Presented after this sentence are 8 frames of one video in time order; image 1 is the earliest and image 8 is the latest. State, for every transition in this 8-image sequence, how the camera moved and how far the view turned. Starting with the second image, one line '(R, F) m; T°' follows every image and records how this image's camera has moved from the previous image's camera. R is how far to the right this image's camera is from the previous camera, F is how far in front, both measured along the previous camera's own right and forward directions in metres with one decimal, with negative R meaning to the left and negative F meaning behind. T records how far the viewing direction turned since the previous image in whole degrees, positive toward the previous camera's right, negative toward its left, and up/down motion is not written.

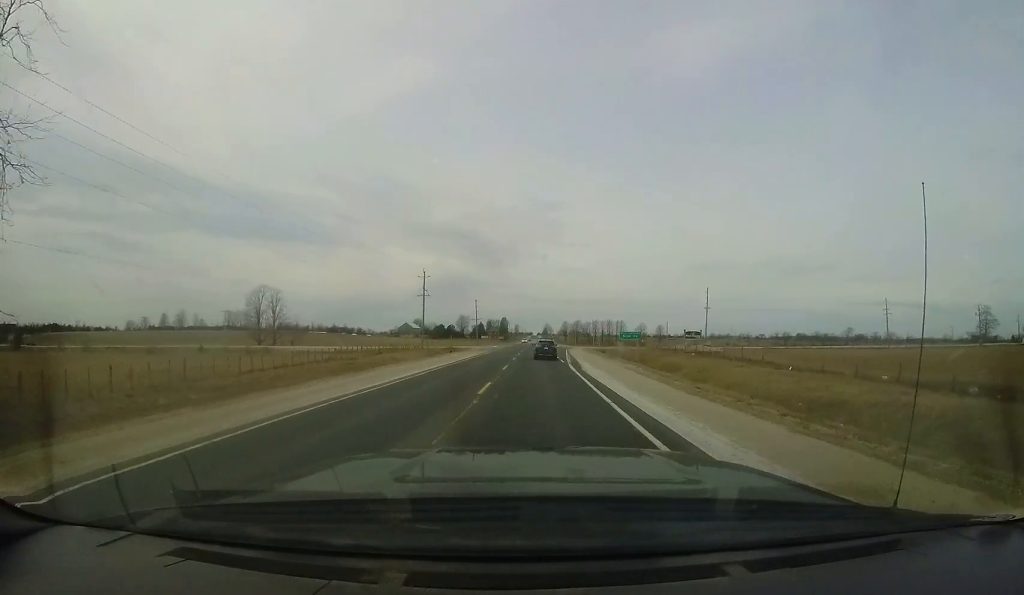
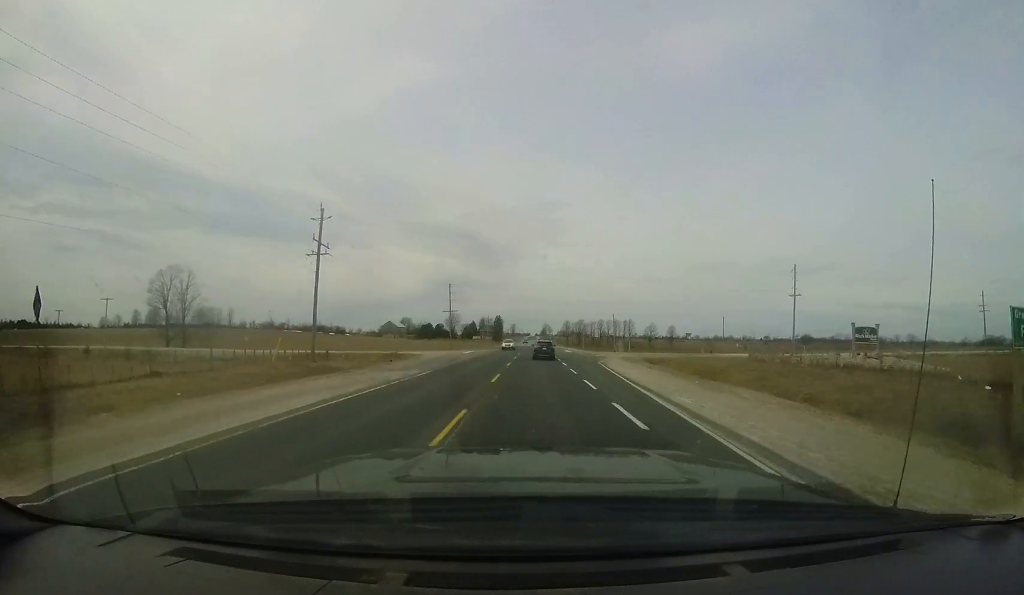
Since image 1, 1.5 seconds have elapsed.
(-0.8, +32.2) m; -1°
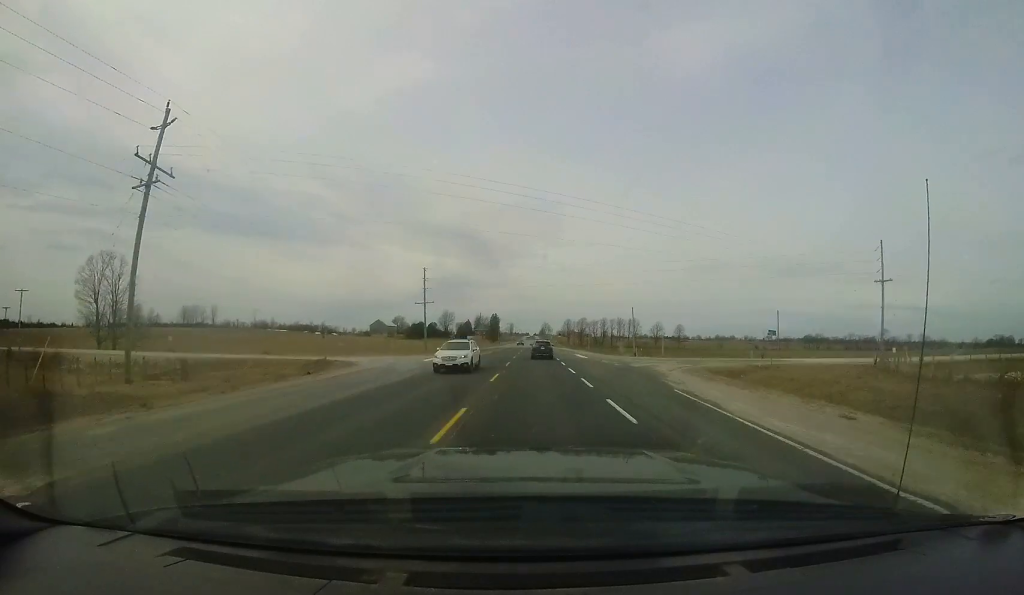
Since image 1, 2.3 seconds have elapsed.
(+0.2, +17.4) m; +1°
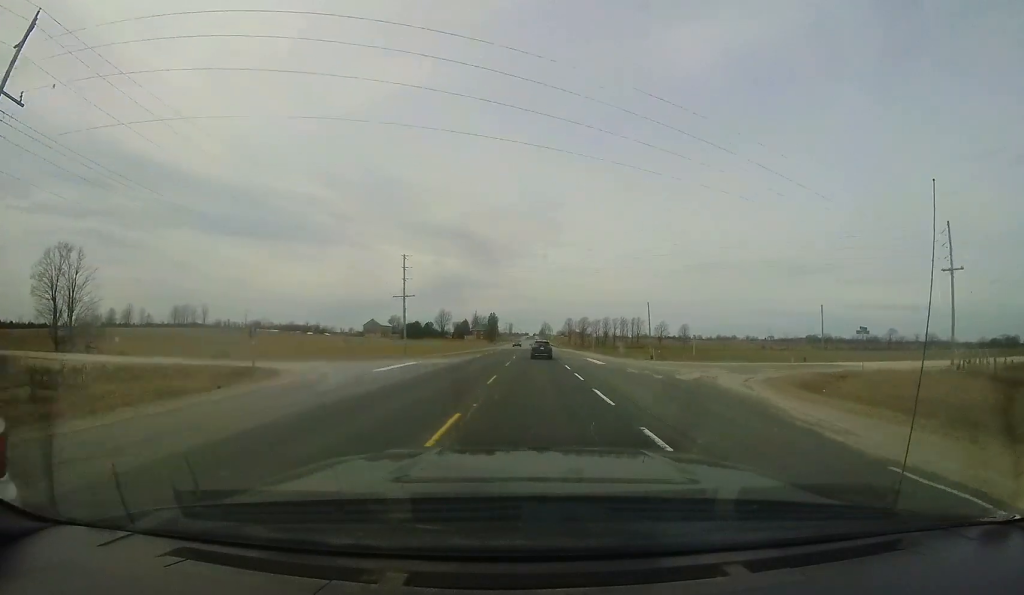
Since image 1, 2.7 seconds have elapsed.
(+0.3, +9.4) m; 0°
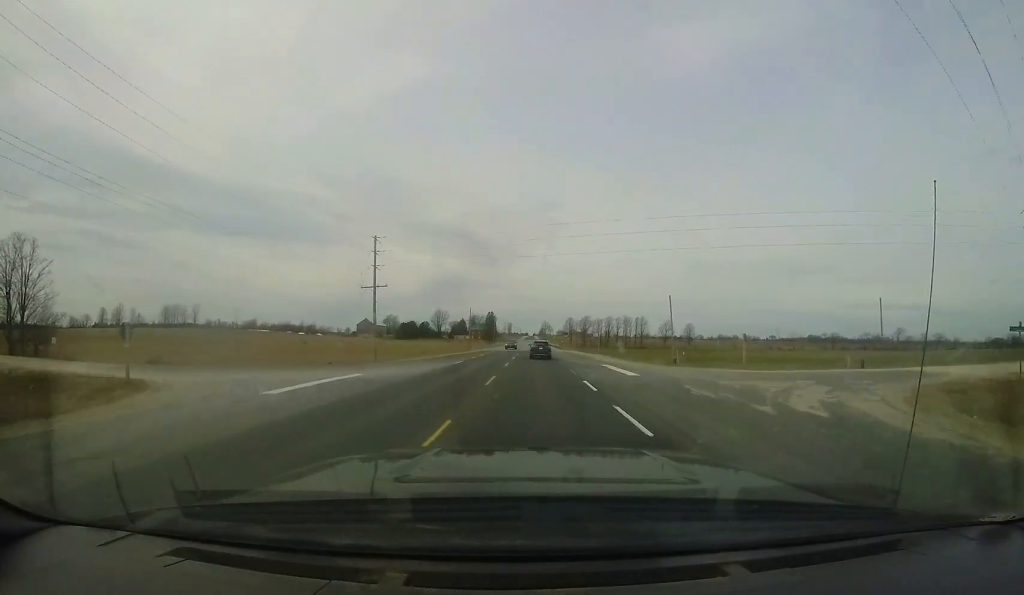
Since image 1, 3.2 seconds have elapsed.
(-0.1, +9.5) m; 0°
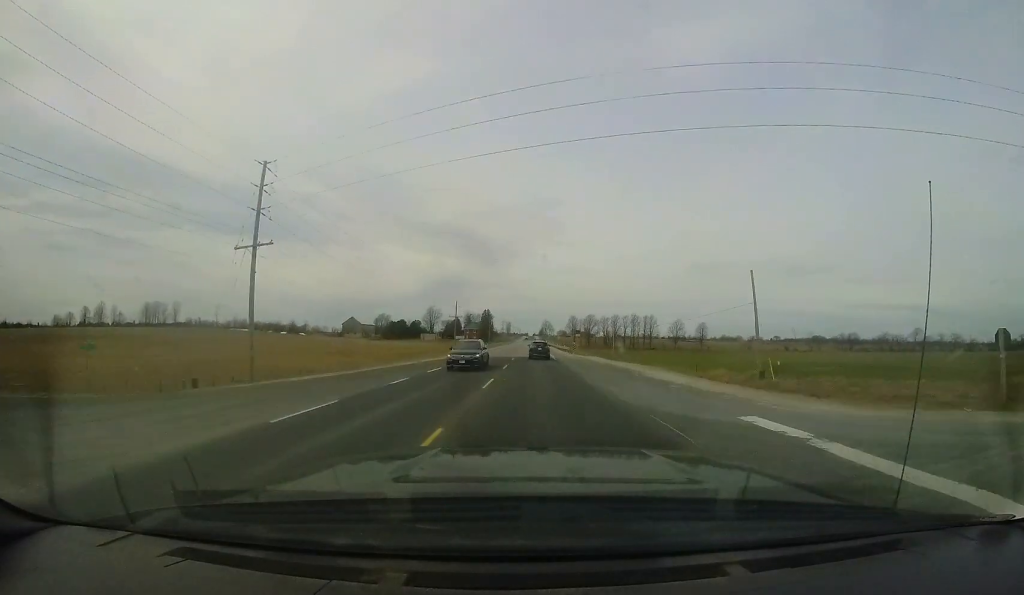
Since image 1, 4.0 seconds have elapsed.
(-0.2, +19.2) m; 0°
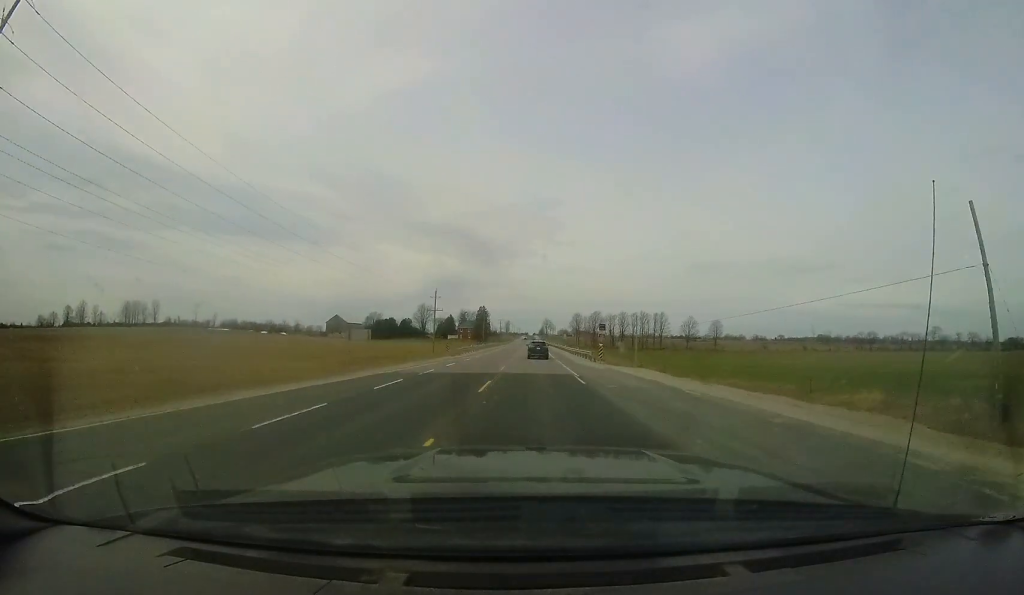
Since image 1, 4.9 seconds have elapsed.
(+0.2, +18.6) m; 0°
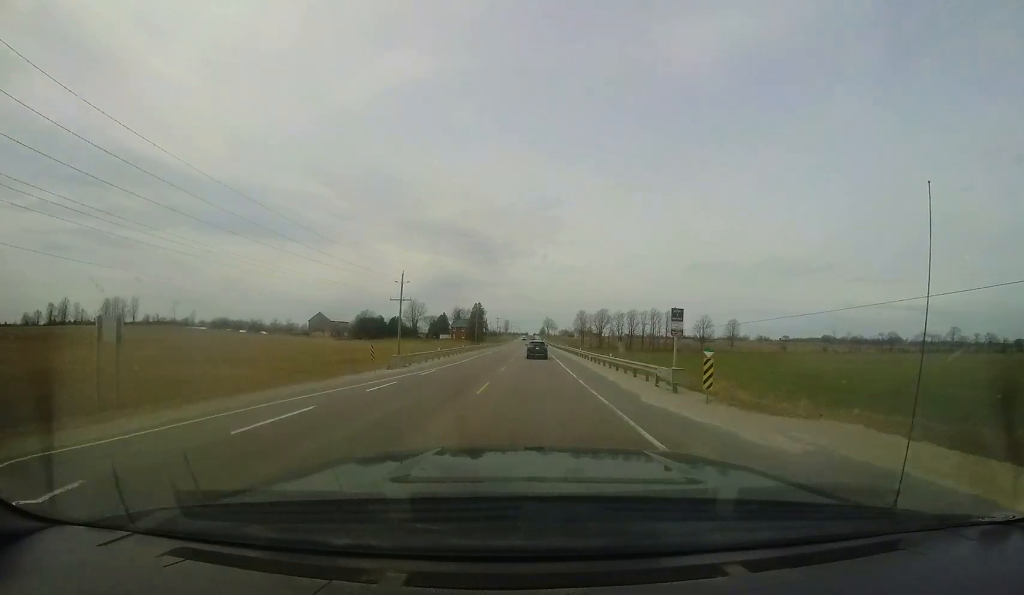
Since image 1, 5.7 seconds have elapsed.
(-0.2, +18.1) m; +1°
